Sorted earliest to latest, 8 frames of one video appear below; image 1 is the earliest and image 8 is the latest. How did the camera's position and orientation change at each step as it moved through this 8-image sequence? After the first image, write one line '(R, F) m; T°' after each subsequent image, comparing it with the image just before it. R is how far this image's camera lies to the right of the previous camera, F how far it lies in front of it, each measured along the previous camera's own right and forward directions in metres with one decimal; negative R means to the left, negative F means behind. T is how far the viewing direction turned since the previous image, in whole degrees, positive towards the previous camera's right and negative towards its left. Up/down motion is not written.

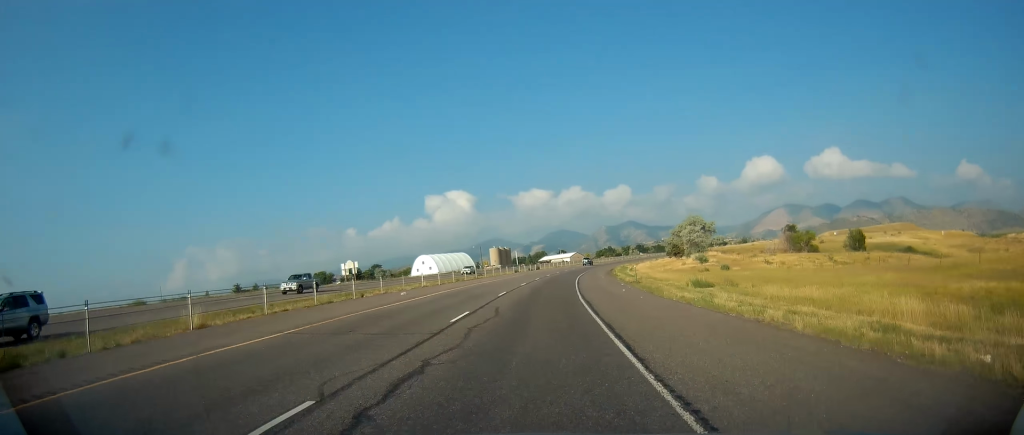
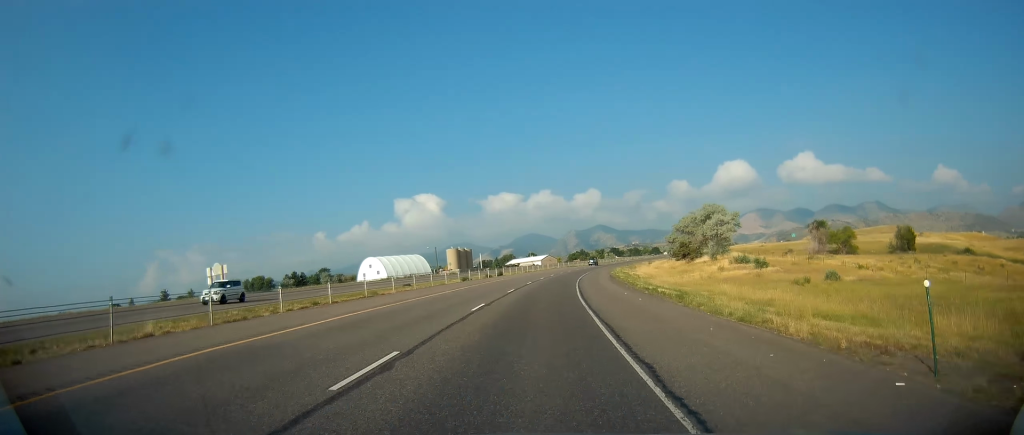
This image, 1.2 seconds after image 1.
(+0.6, +33.2) m; +2°
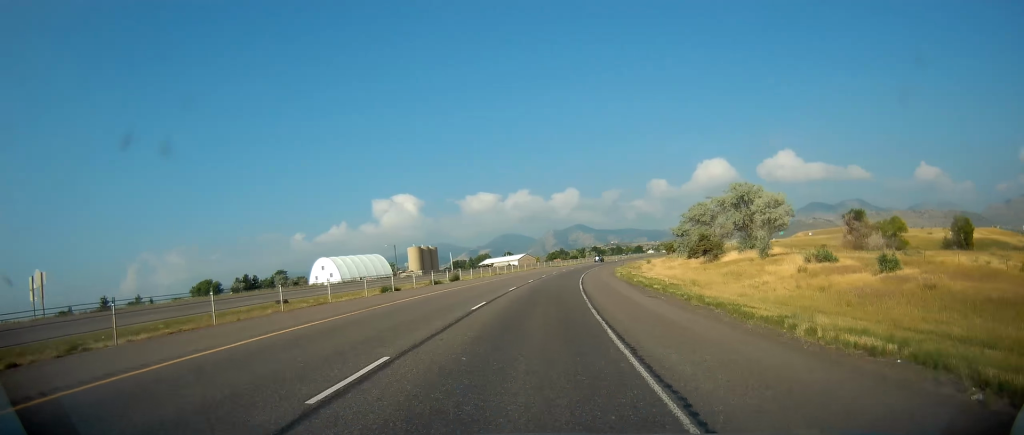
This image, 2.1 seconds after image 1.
(+0.2, +24.9) m; +2°
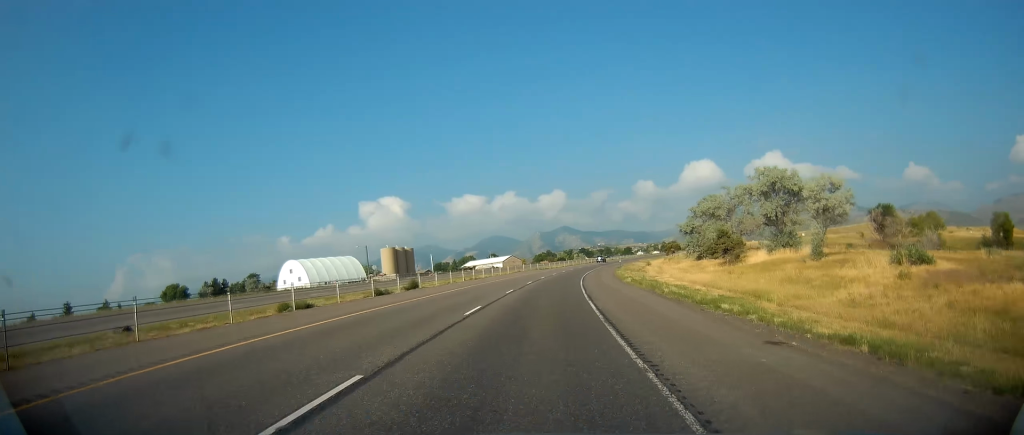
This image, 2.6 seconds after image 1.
(+0.1, +13.8) m; +1°
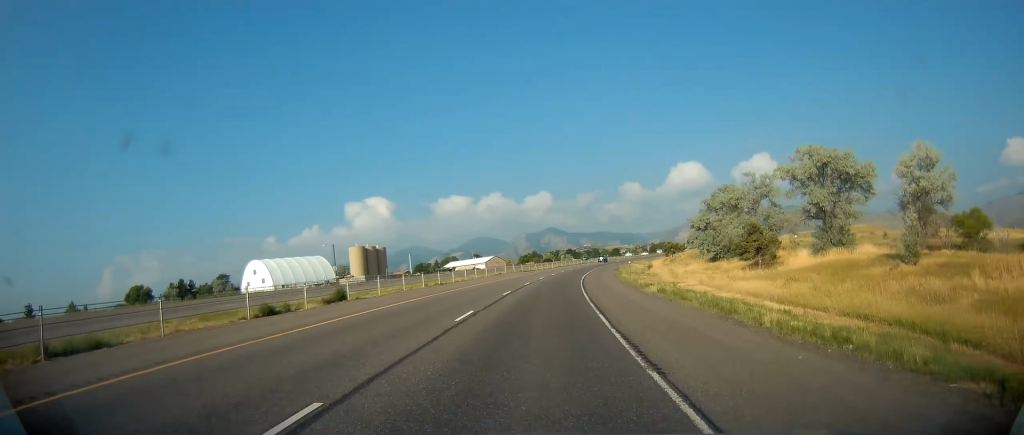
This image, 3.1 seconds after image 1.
(+0.4, +13.7) m; +2°
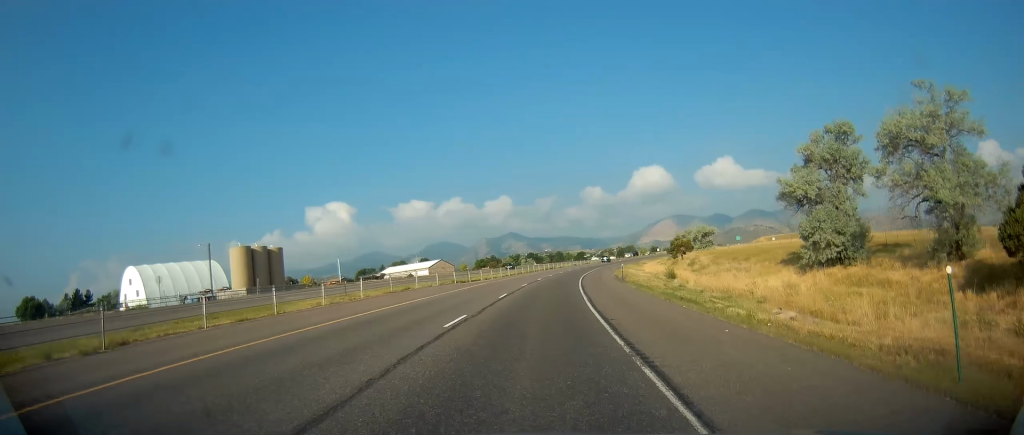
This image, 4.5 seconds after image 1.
(+1.0, +37.0) m; +3°
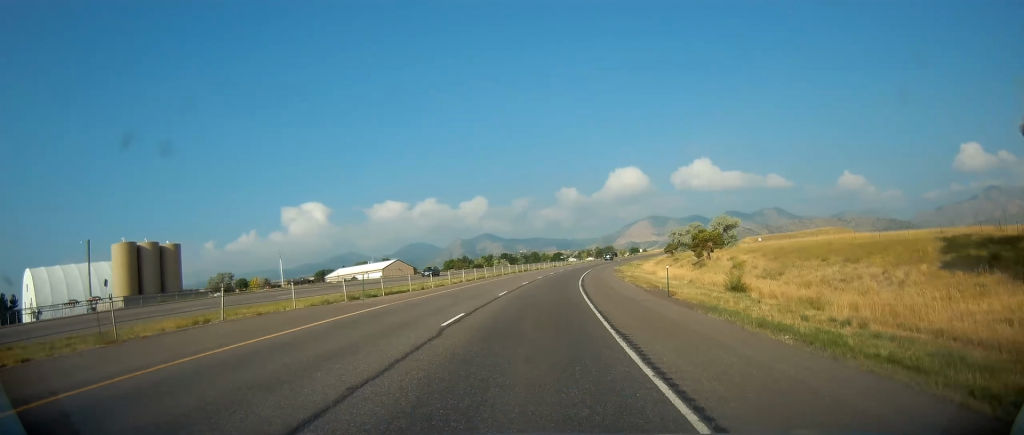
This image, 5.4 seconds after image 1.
(+0.5, +24.2) m; +3°
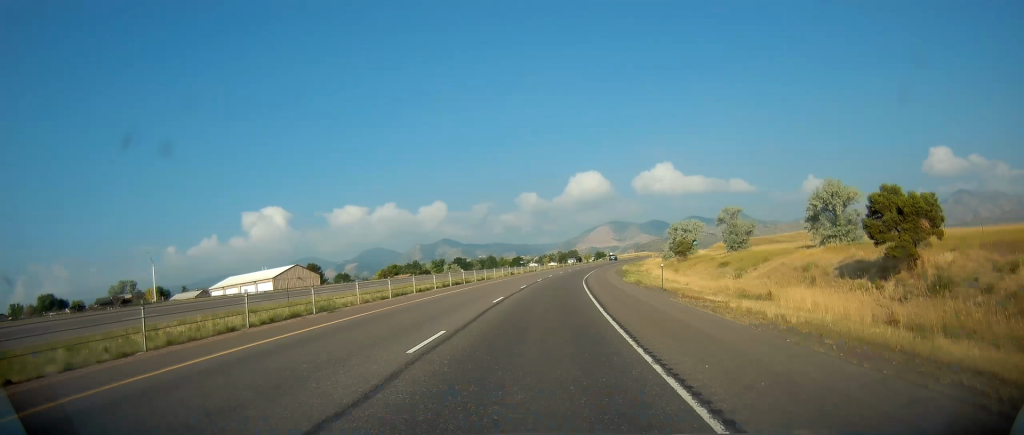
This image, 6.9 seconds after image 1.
(+1.7, +40.4) m; +4°
